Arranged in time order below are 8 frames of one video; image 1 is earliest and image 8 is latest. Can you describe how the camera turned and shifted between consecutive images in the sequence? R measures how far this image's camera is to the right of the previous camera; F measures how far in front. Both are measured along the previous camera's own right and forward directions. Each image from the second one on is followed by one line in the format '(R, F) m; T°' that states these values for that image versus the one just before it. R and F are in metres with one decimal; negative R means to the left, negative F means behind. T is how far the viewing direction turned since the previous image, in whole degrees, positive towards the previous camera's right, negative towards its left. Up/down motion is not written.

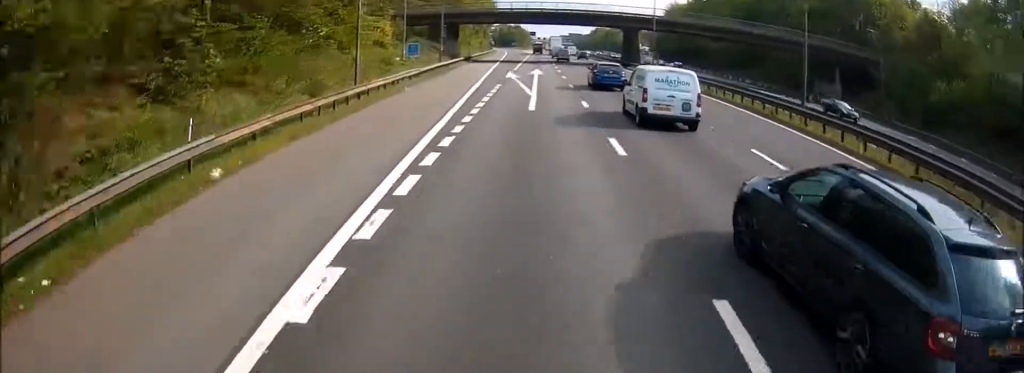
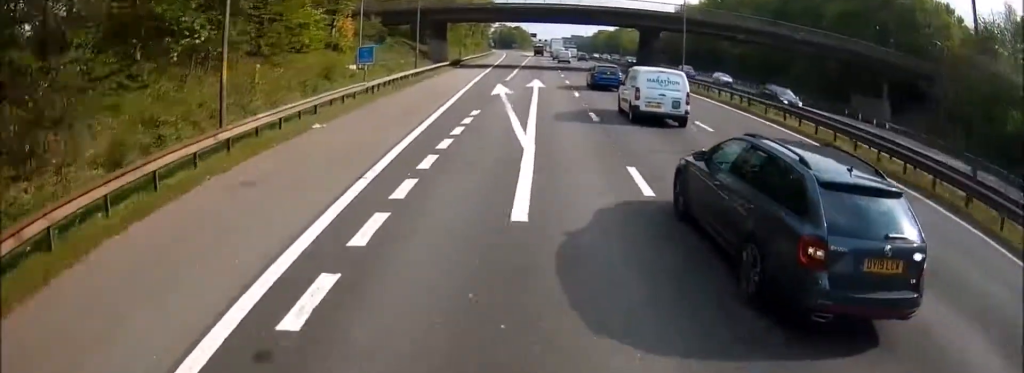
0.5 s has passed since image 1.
(0.0, +12.1) m; 0°
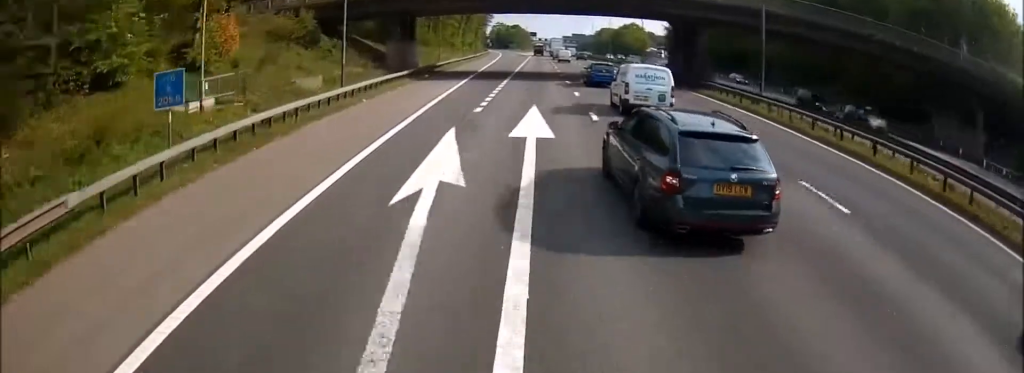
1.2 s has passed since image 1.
(-0.1, +17.8) m; 0°
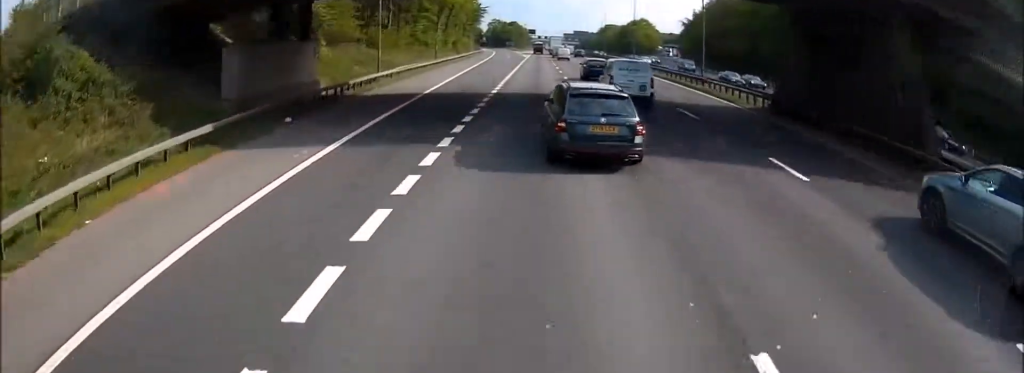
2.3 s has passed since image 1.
(+0.2, +25.2) m; 0°
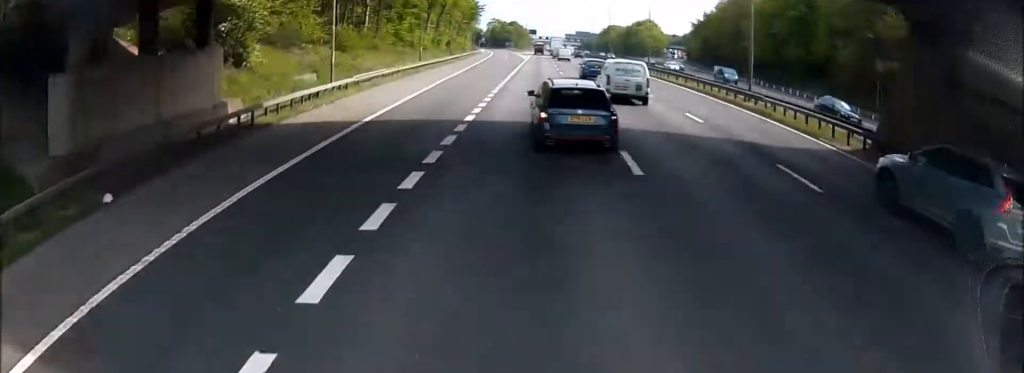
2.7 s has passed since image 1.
(0.0, +9.8) m; 0°
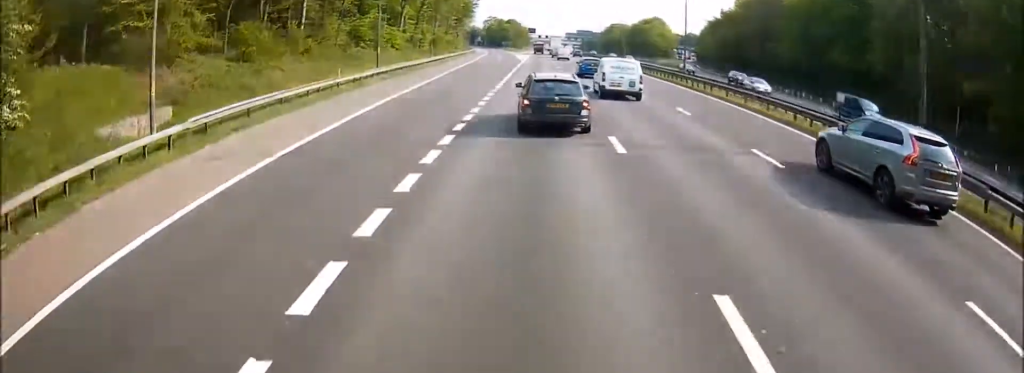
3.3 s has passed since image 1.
(0.0, +16.3) m; 0°
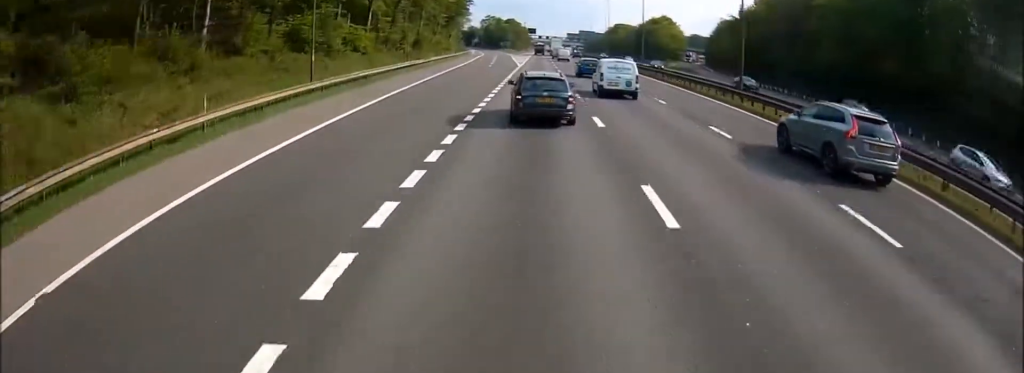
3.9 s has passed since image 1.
(+0.1, +13.9) m; 0°
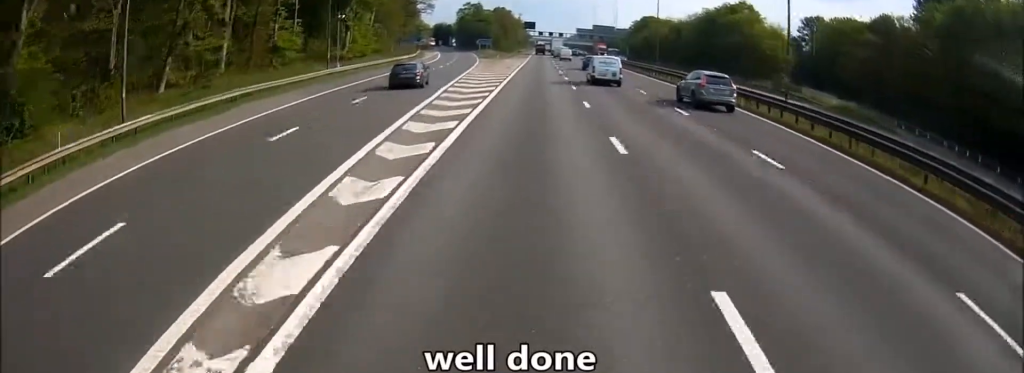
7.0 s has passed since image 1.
(-0.8, +75.8) m; 0°
